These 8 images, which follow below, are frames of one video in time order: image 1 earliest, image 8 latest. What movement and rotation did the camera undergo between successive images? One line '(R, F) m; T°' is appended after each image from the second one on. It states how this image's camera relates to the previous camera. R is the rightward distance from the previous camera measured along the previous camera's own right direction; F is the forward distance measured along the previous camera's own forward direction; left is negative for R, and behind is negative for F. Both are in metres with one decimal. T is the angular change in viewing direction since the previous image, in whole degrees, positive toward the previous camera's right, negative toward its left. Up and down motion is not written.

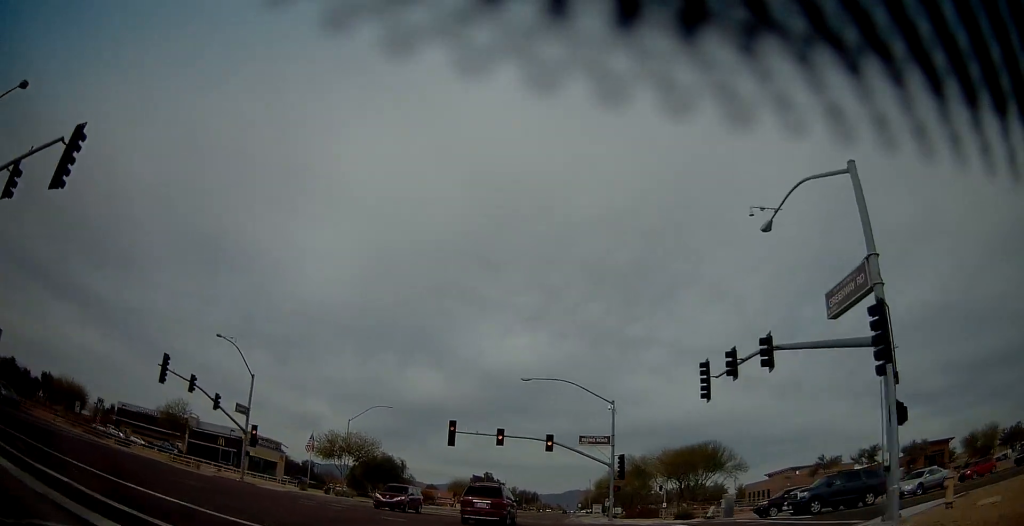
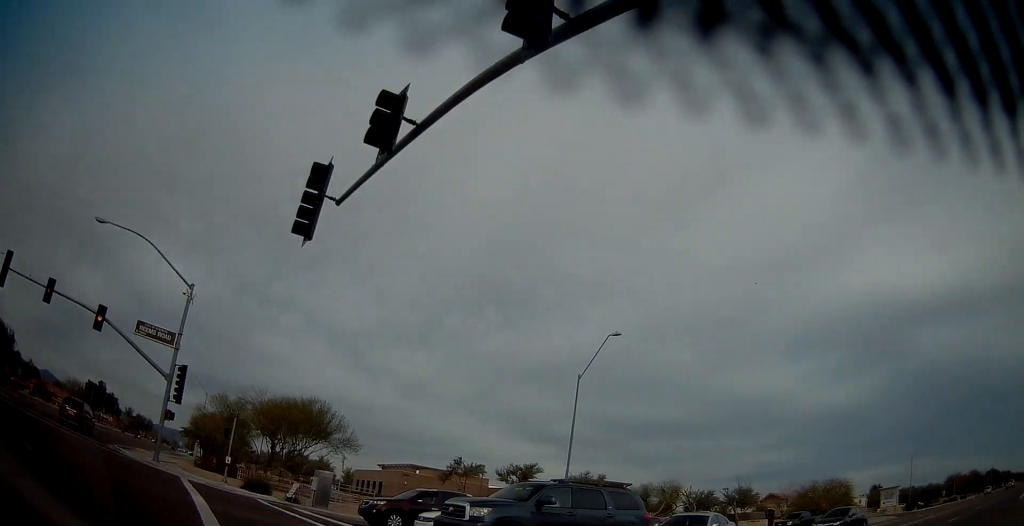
(+6.0, +11.3) m; +60°
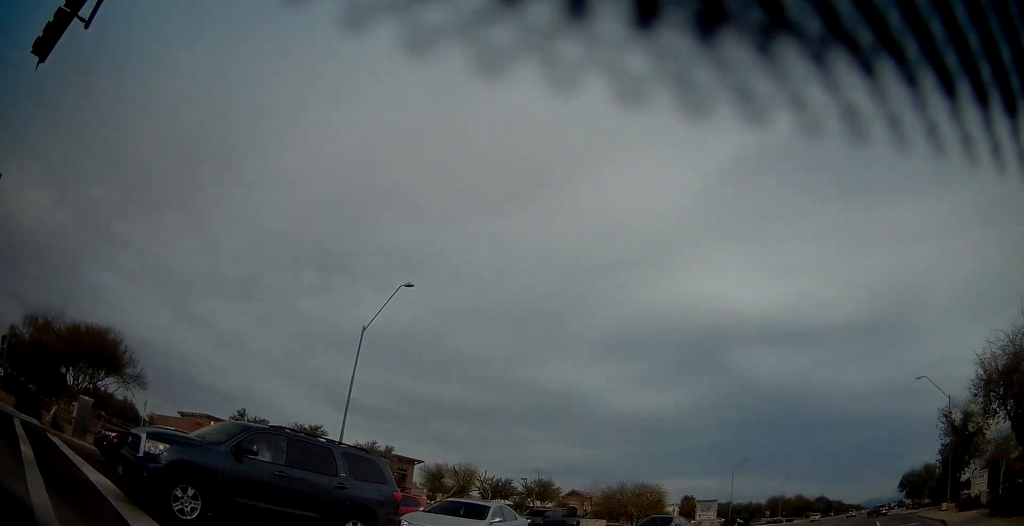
(+0.8, +4.3) m; +12°
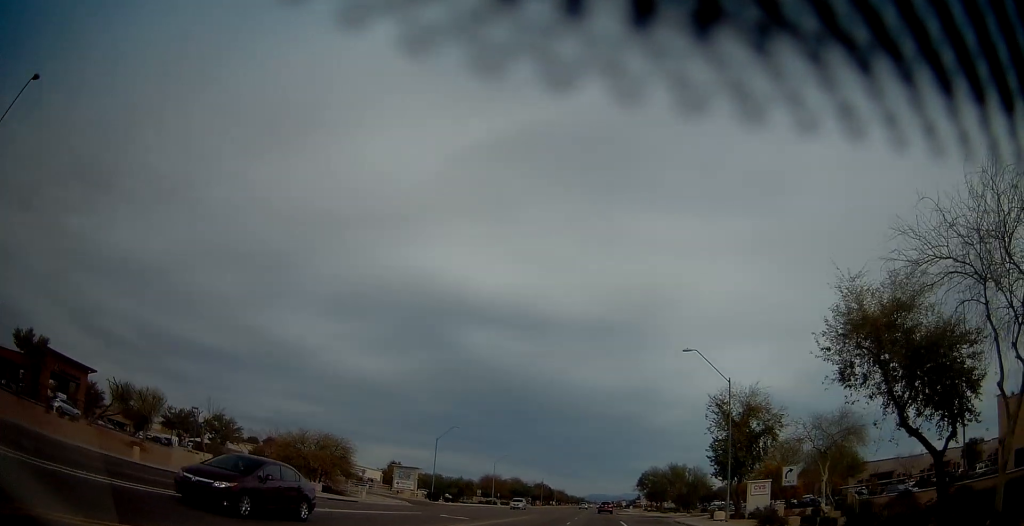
(+2.5, +12.6) m; +15°
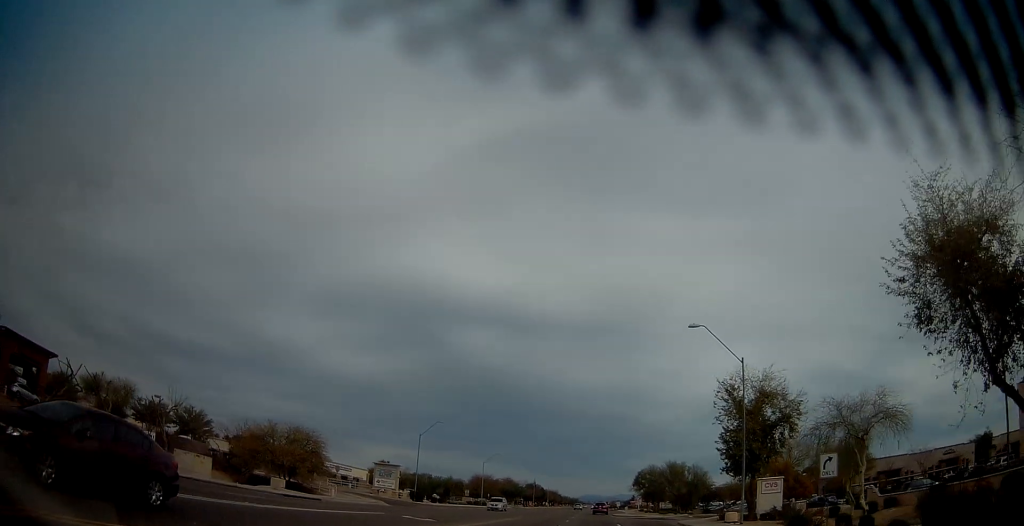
(0.0, +6.0) m; 0°
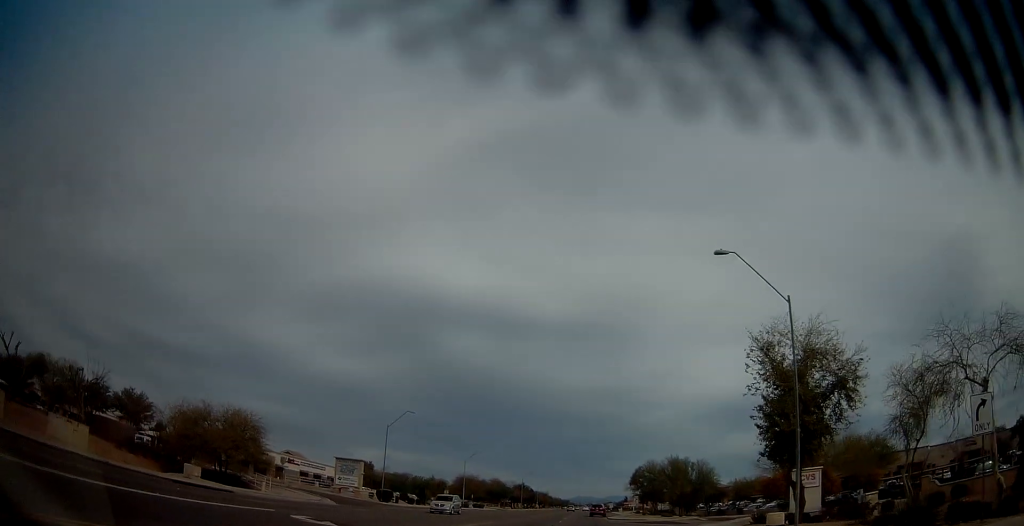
(0.0, +11.4) m; -3°
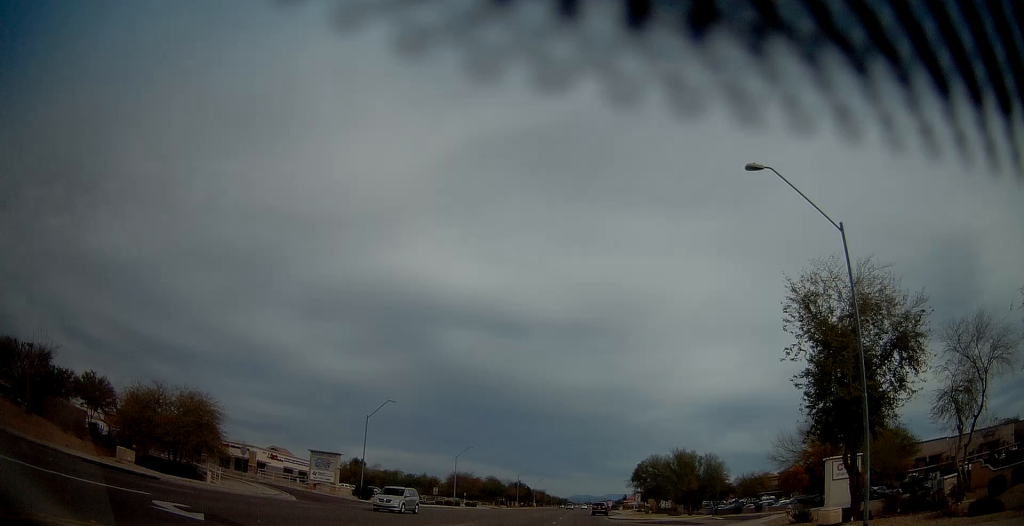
(0.0, +7.2) m; -2°
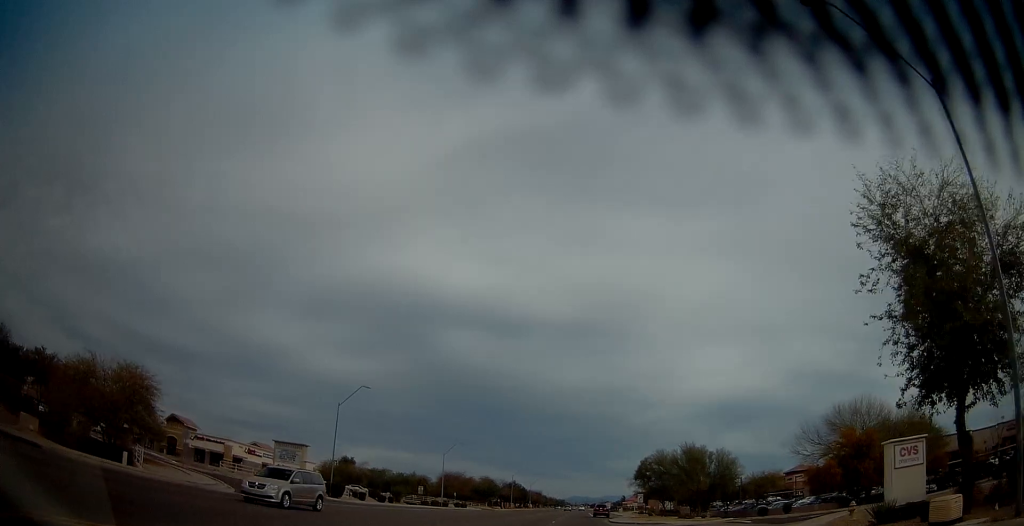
(-0.4, +8.8) m; -2°
